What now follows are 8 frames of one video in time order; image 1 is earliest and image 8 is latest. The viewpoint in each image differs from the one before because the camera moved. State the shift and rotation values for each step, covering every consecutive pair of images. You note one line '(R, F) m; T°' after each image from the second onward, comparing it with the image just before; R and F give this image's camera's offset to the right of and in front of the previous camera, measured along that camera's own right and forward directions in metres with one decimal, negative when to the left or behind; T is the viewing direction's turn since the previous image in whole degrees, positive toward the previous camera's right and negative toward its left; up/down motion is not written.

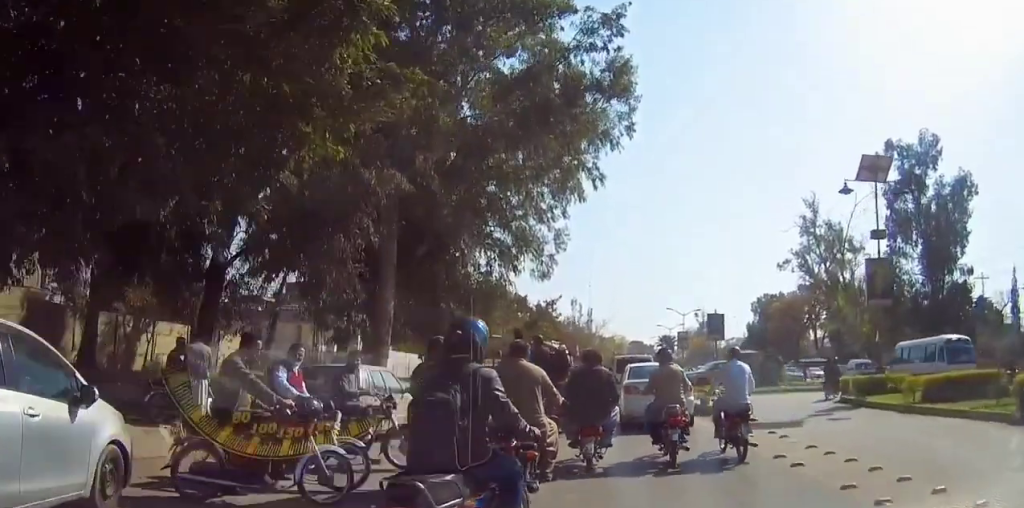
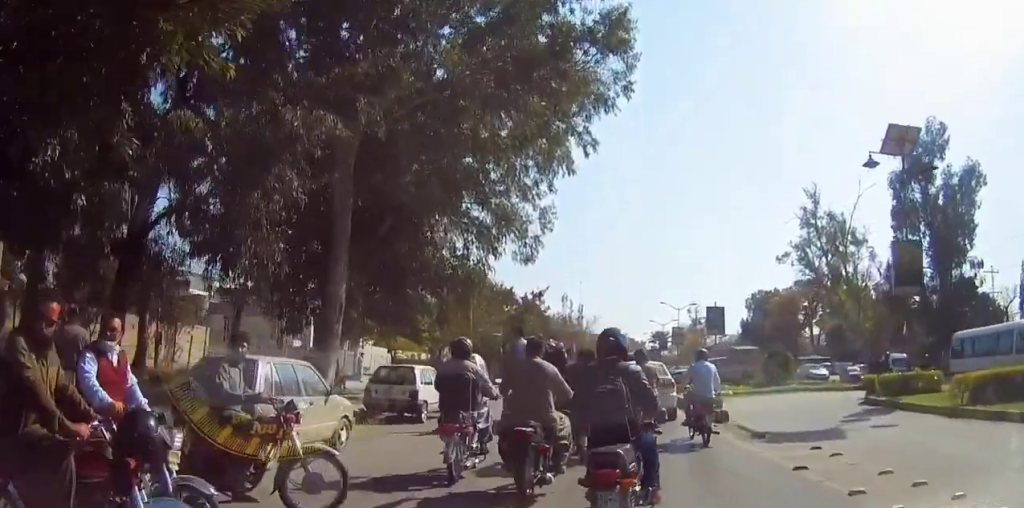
(+0.4, +3.2) m; +6°
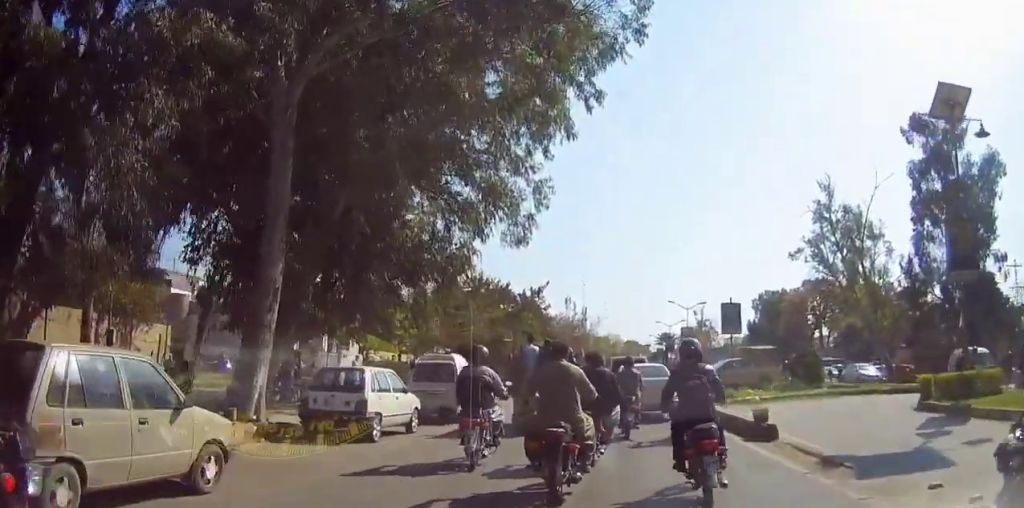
(+0.1, +4.0) m; -11°
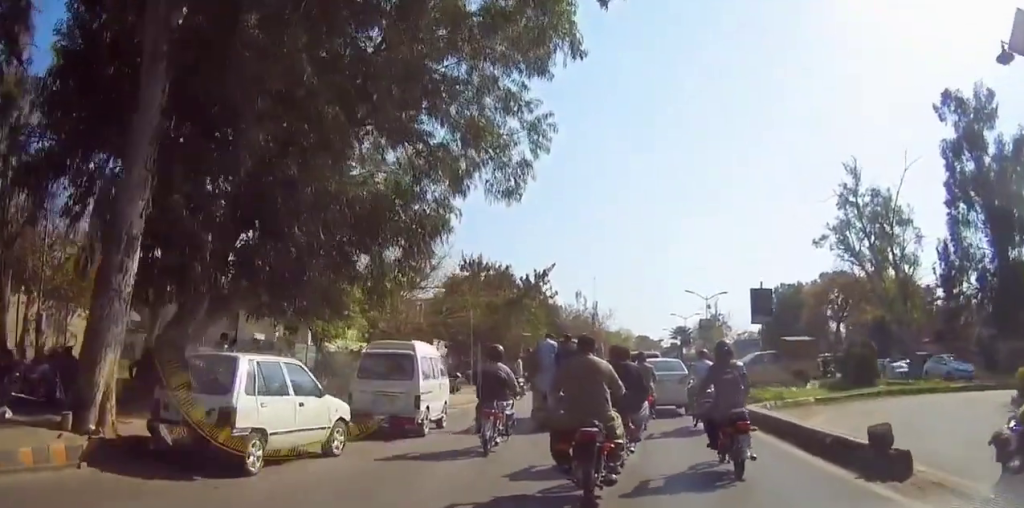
(-0.8, +4.7) m; -4°
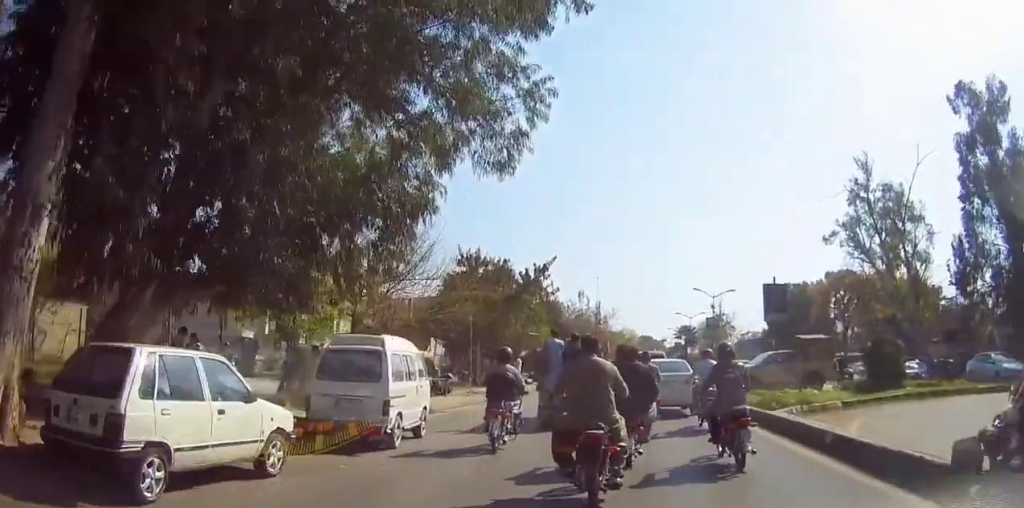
(+0.1, +2.1) m; +2°
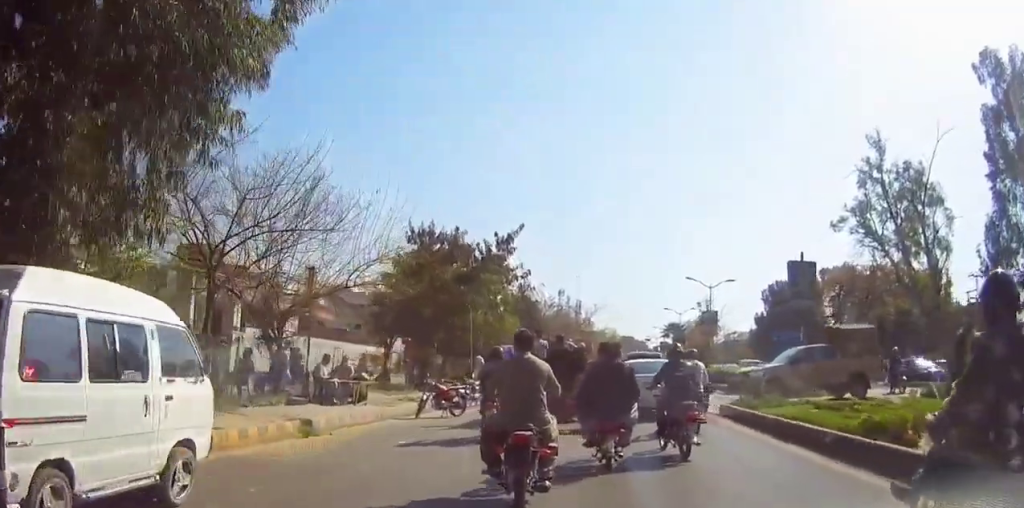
(+0.5, +7.3) m; +7°
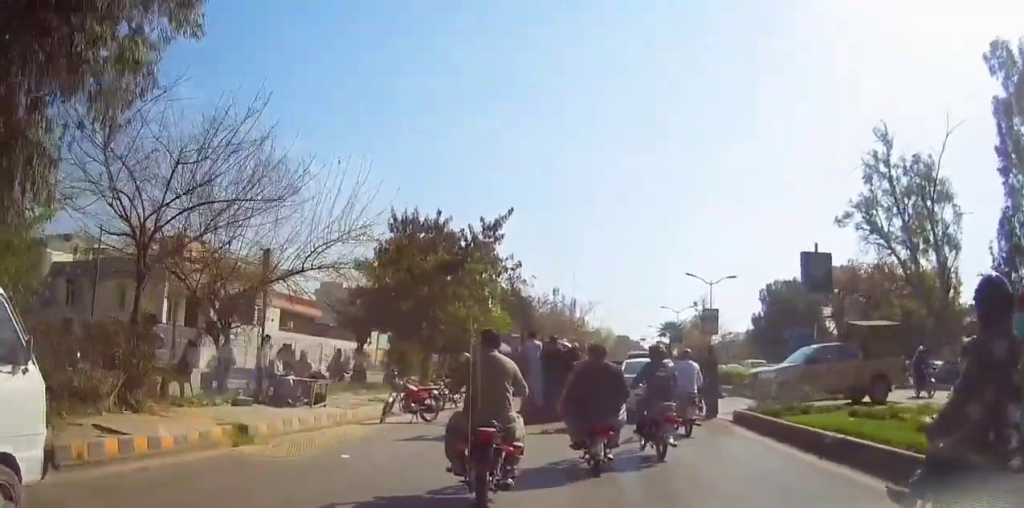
(0.0, +2.2) m; 0°
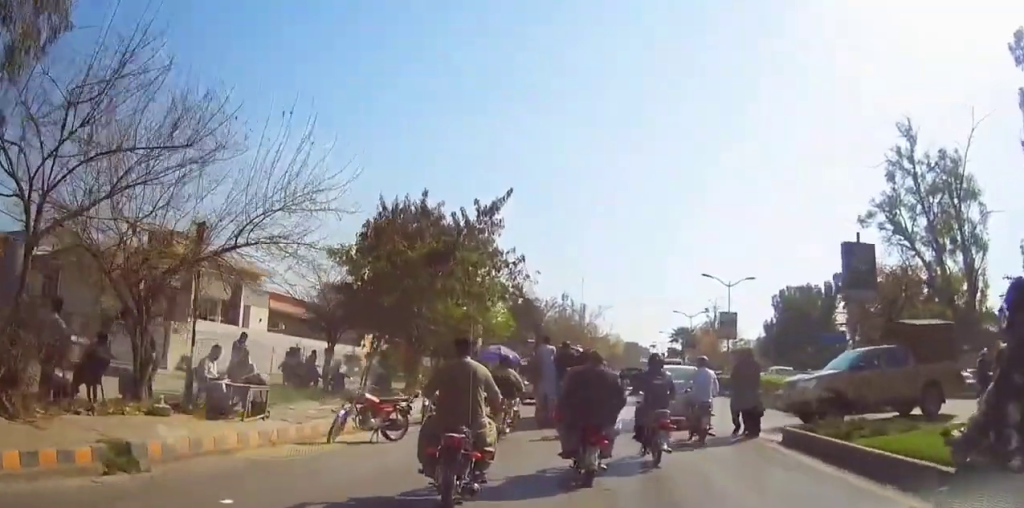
(+0.4, +3.2) m; -3°
